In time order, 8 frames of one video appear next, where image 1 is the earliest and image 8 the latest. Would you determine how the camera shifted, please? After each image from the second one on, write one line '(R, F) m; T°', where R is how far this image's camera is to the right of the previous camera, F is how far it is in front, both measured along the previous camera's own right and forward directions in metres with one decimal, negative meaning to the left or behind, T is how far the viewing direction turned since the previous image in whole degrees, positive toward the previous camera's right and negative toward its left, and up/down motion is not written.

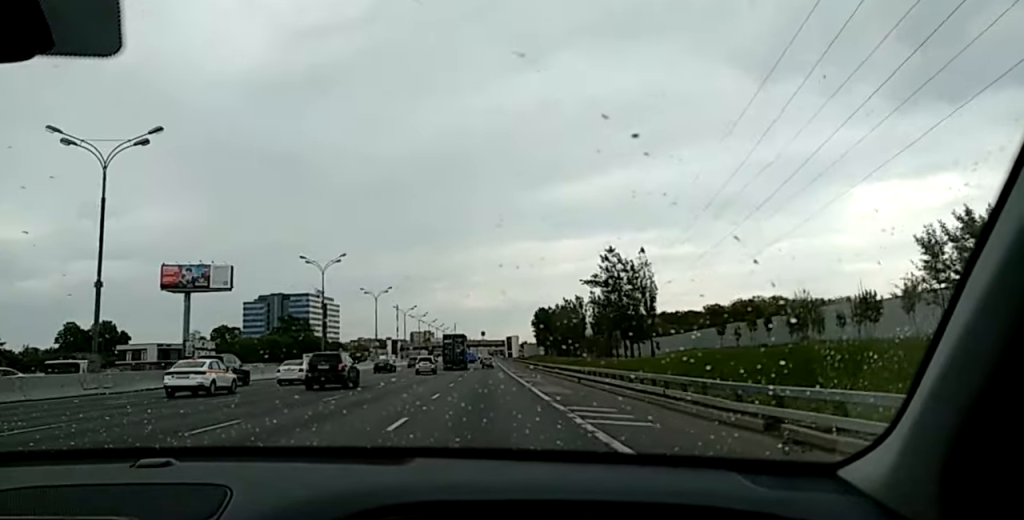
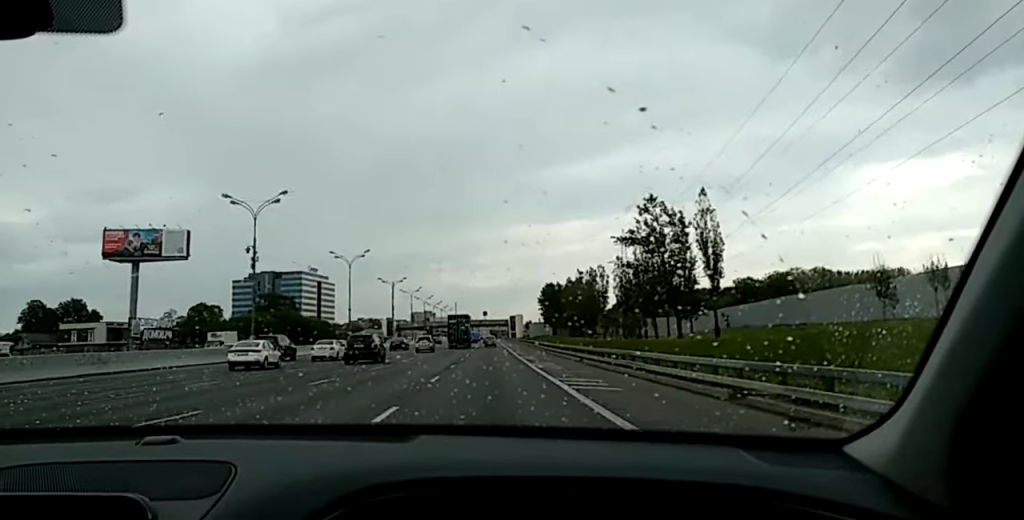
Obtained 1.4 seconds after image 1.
(-0.6, +26.8) m; -1°
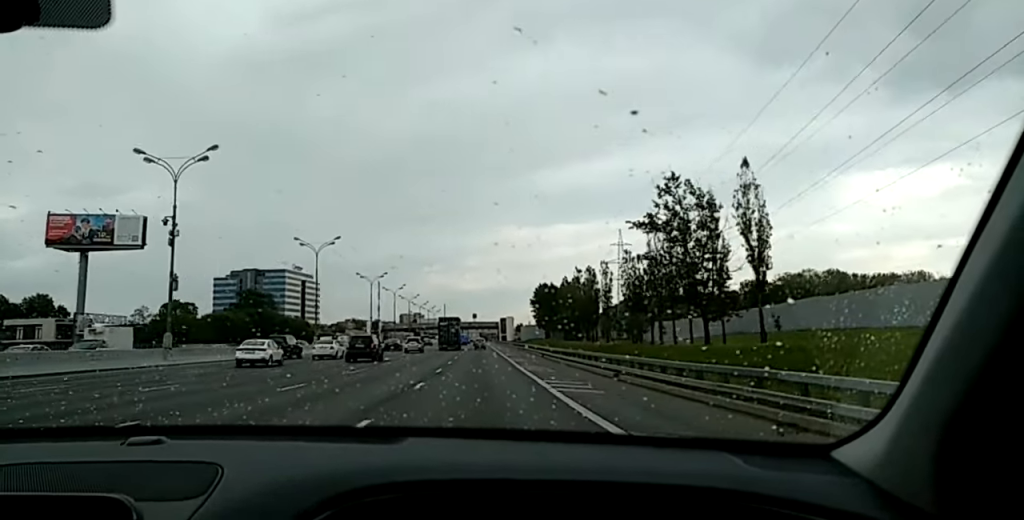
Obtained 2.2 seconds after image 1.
(+0.4, +13.6) m; 0°
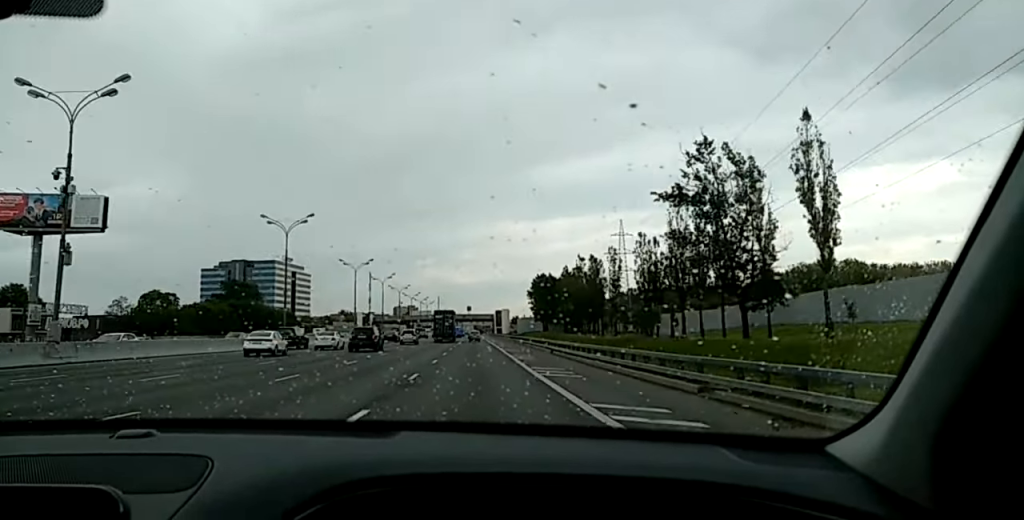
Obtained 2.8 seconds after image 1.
(-0.1, +12.2) m; 0°
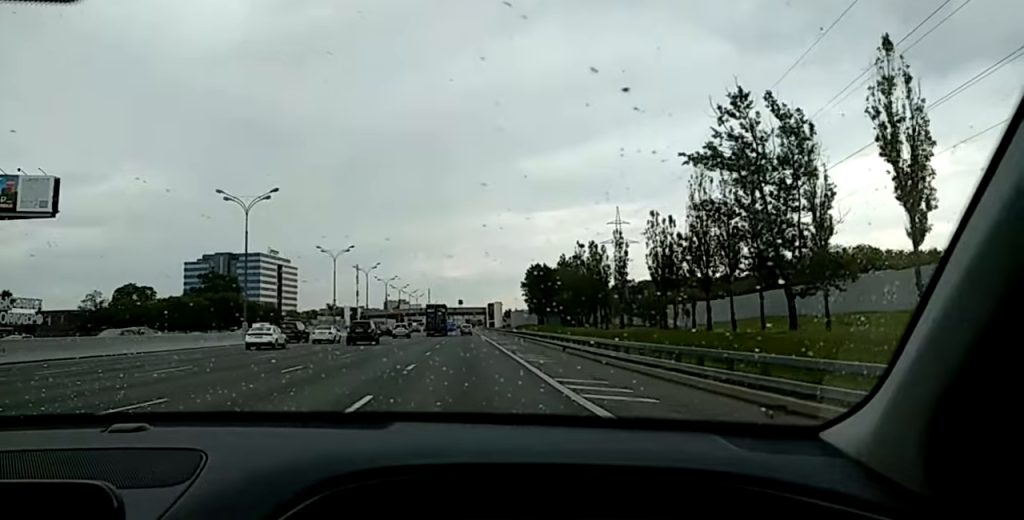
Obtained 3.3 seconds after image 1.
(-0.3, +10.0) m; 0°
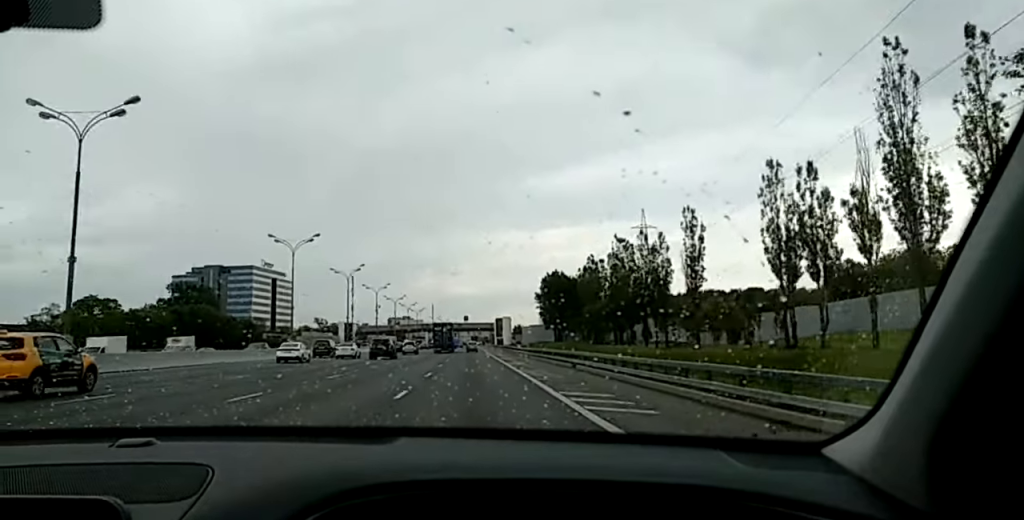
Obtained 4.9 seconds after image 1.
(+0.7, +30.0) m; +2°
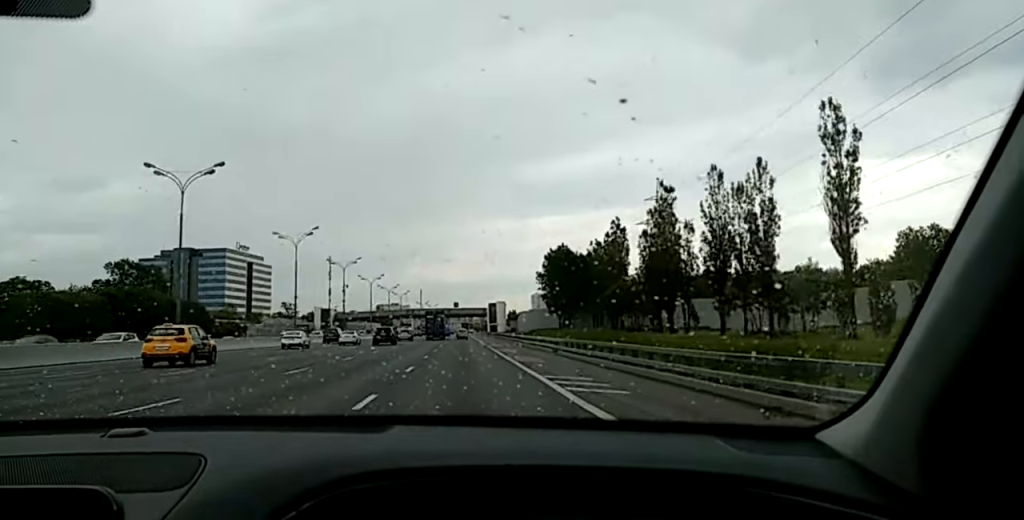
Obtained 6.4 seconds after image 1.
(0.0, +29.7) m; 0°
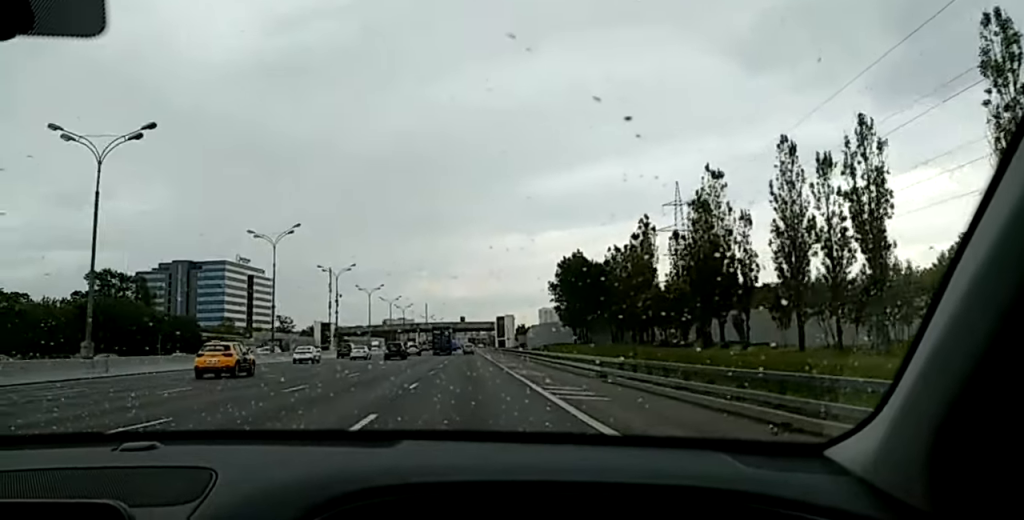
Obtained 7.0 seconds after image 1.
(0.0, +12.7) m; 0°
